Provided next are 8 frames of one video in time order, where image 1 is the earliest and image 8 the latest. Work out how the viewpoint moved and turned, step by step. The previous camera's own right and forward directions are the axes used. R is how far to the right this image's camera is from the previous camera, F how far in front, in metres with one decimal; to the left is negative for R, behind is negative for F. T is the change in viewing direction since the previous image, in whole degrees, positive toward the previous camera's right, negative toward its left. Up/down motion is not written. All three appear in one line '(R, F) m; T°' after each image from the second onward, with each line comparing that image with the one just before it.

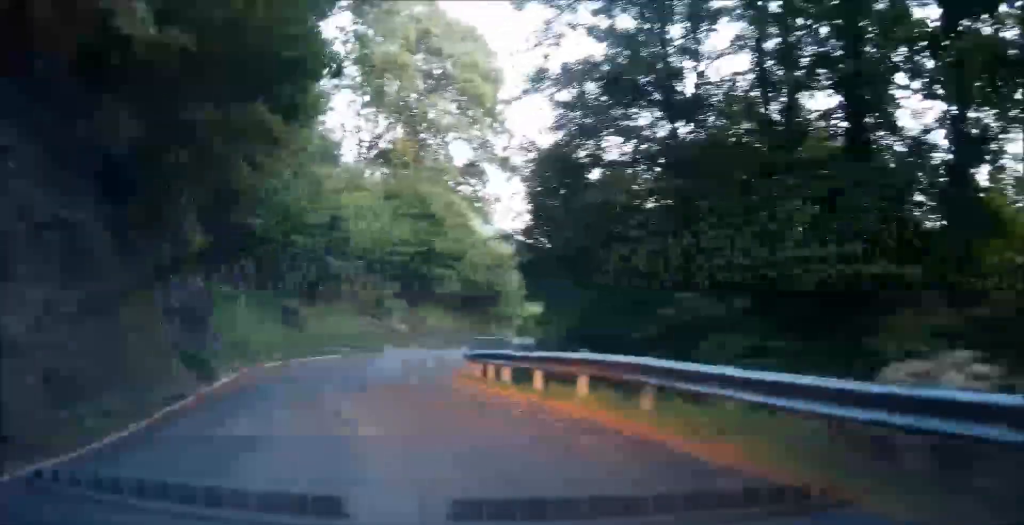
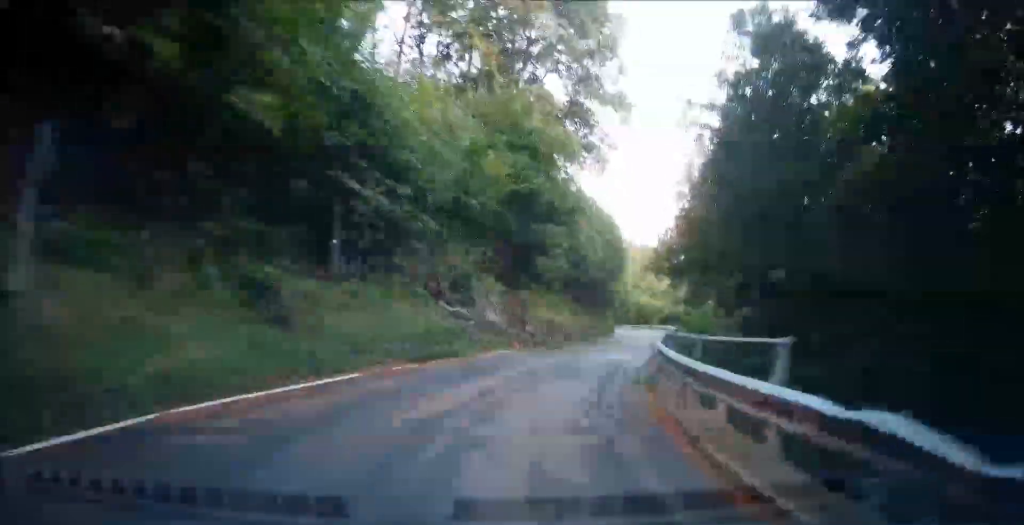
(-0.2, +12.4) m; -4°
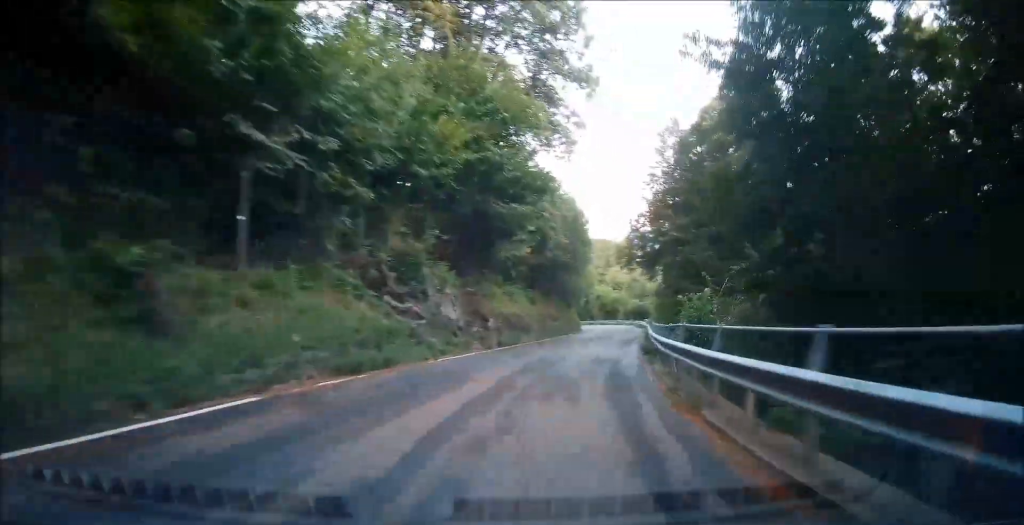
(-0.3, +3.5) m; 0°
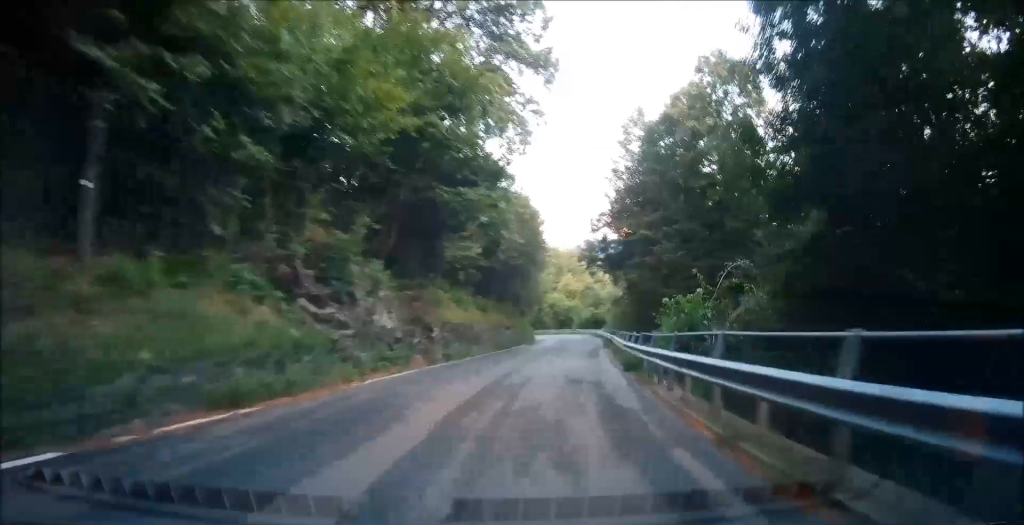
(-0.3, +3.5) m; 0°
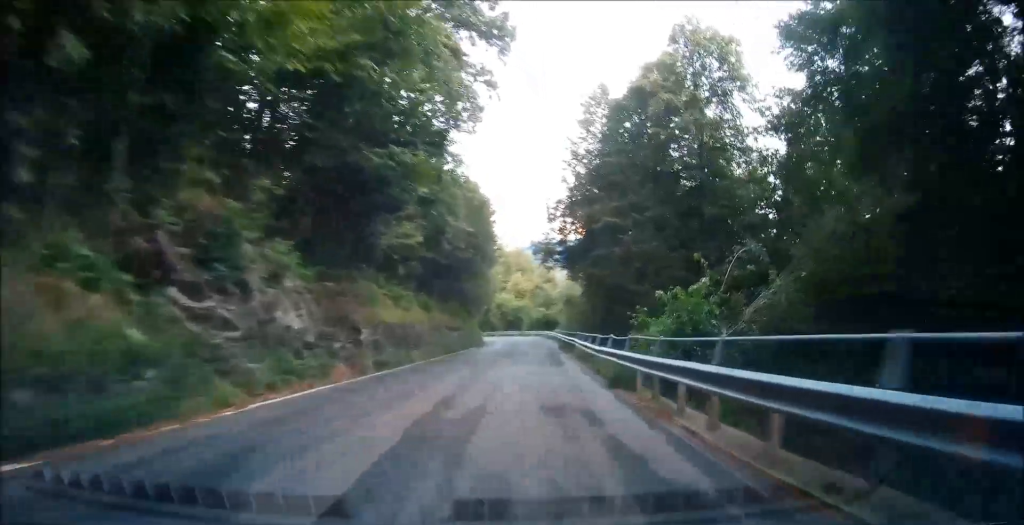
(+0.4, +4.2) m; +2°
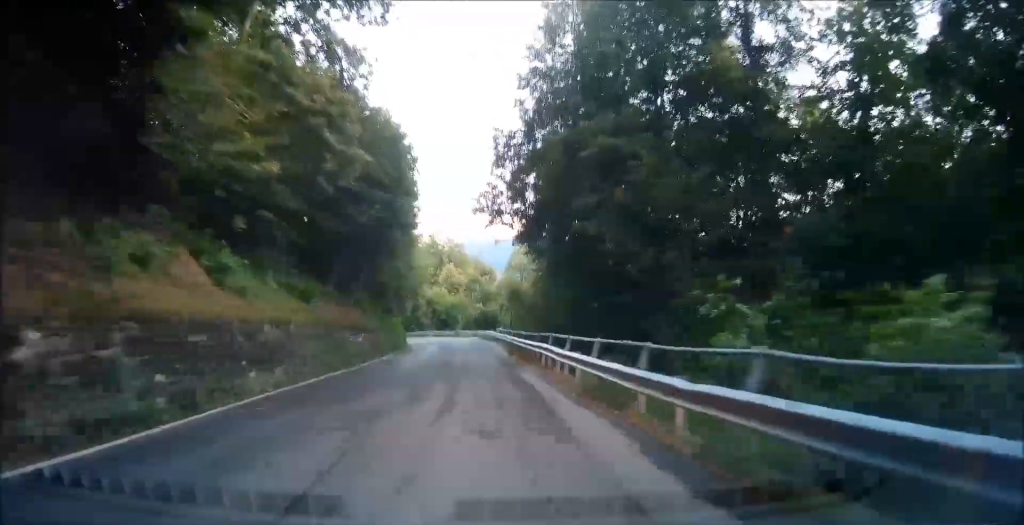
(+0.4, +12.1) m; -1°
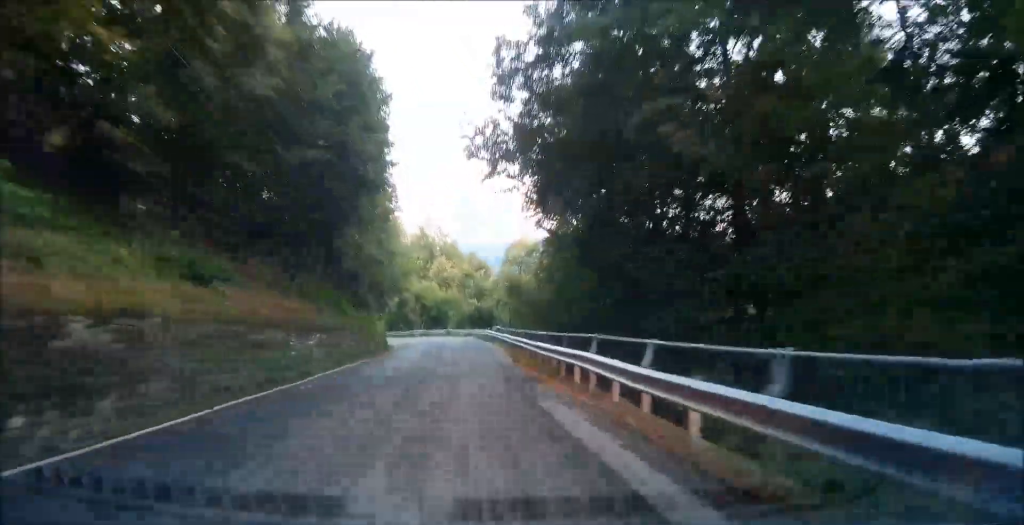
(-0.3, +7.6) m; 0°
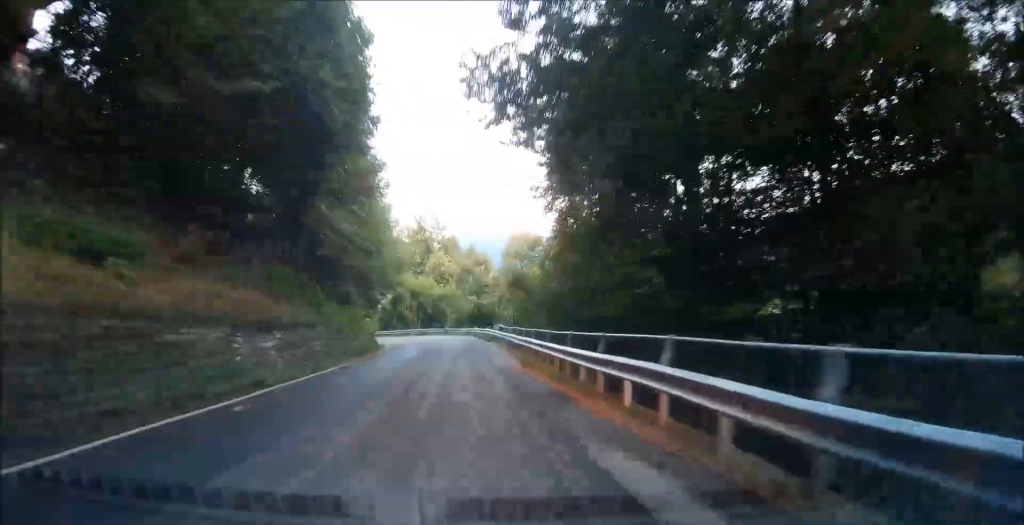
(0.0, +4.3) m; +1°
